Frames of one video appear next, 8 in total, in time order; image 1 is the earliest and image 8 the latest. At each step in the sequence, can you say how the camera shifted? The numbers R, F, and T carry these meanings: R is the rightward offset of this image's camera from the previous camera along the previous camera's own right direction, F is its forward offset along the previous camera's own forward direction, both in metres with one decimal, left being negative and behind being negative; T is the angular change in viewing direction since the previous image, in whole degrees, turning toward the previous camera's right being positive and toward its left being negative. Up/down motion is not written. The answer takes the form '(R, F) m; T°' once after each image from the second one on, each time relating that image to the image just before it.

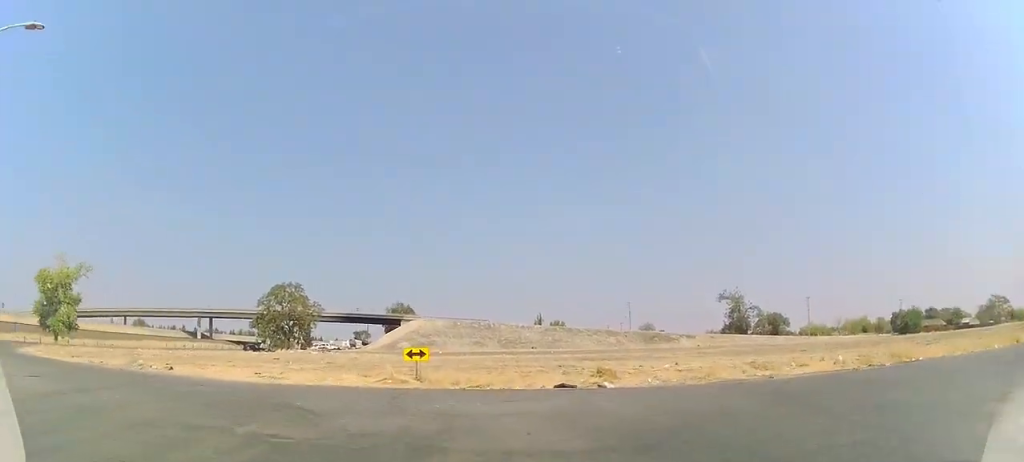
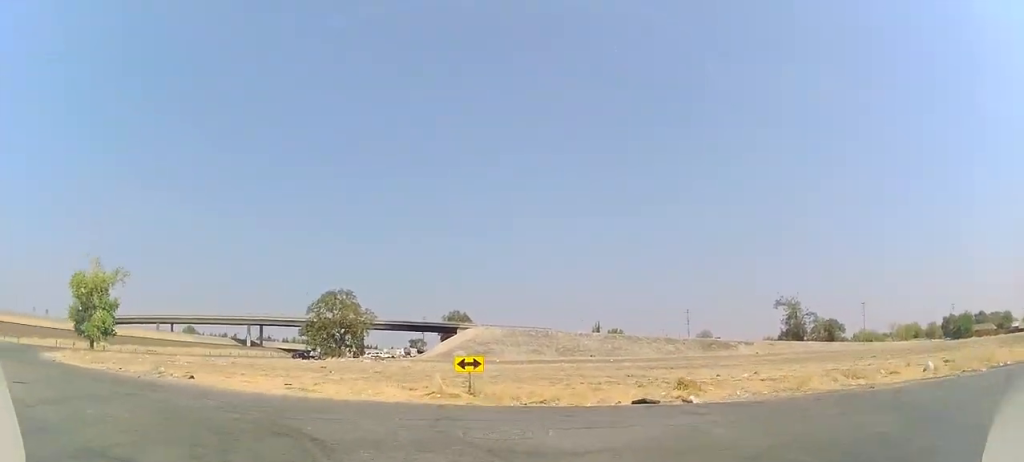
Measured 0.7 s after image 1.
(-0.4, +2.9) m; -9°
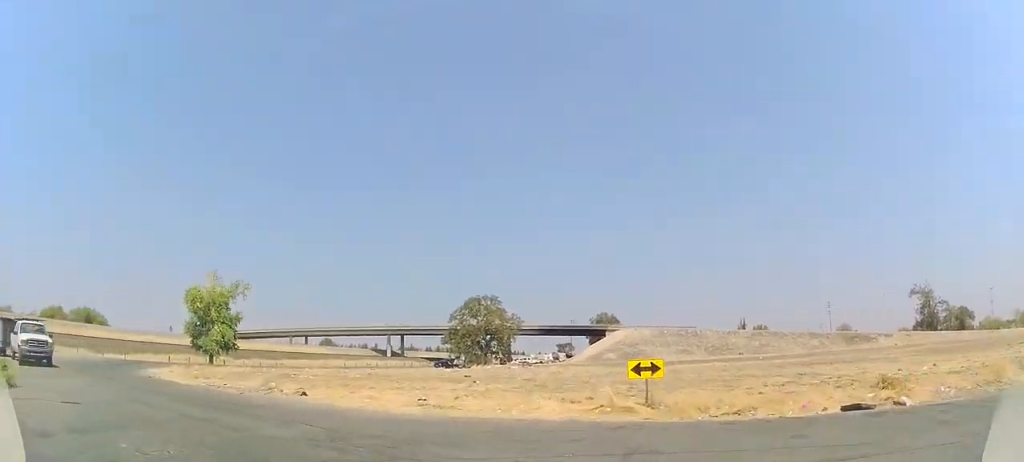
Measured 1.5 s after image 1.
(-0.3, +3.0) m; -9°
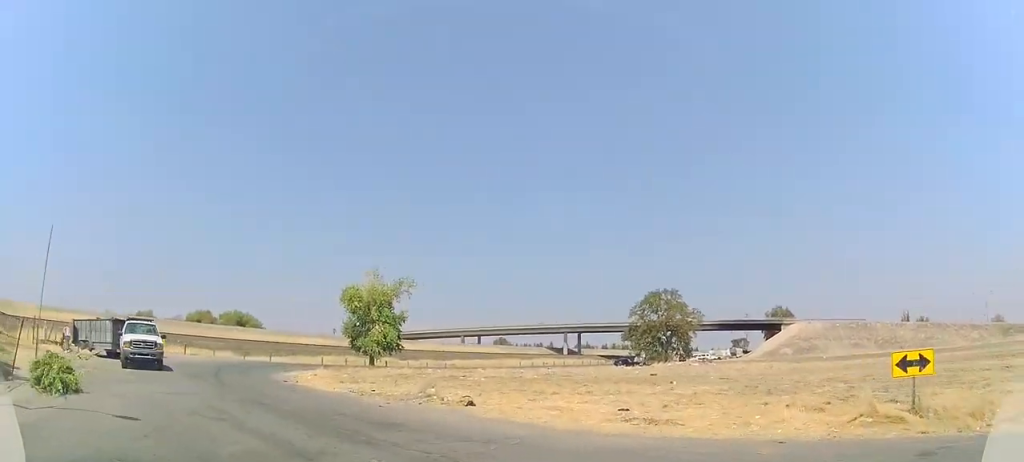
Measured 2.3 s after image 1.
(0.0, +3.1) m; -10°
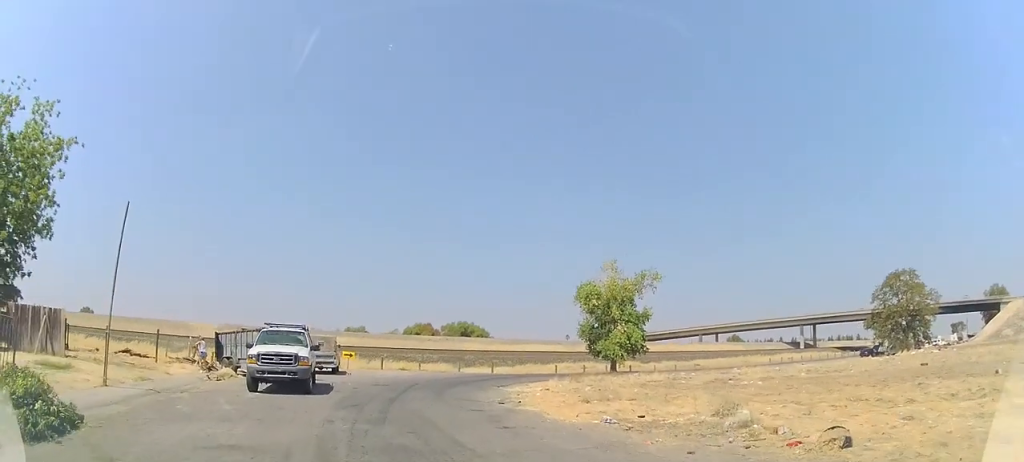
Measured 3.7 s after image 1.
(-2.0, +6.2) m; -29°
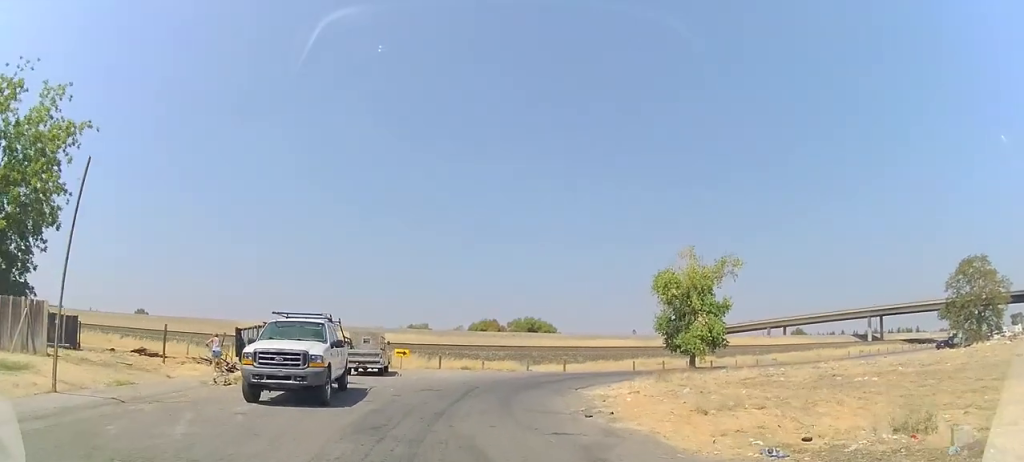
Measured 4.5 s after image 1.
(-0.4, +4.1) m; -6°
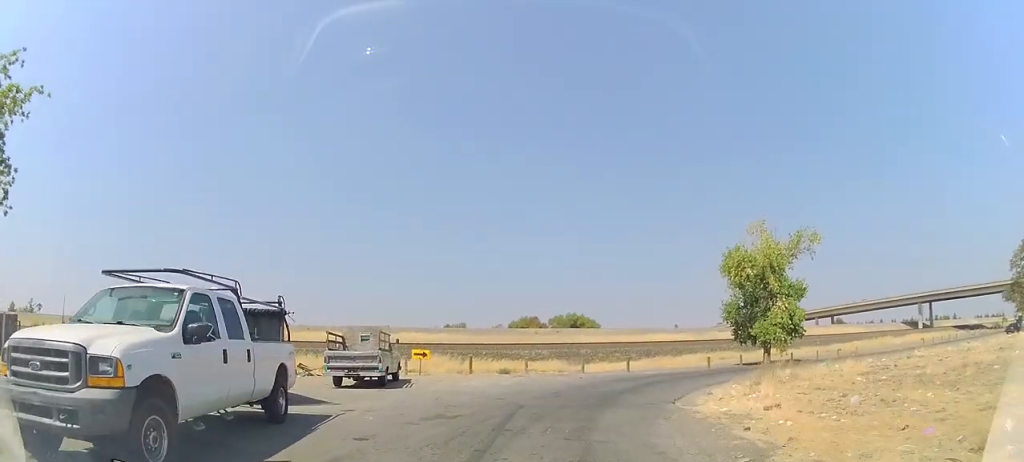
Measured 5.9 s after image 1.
(0.0, +7.6) m; 0°
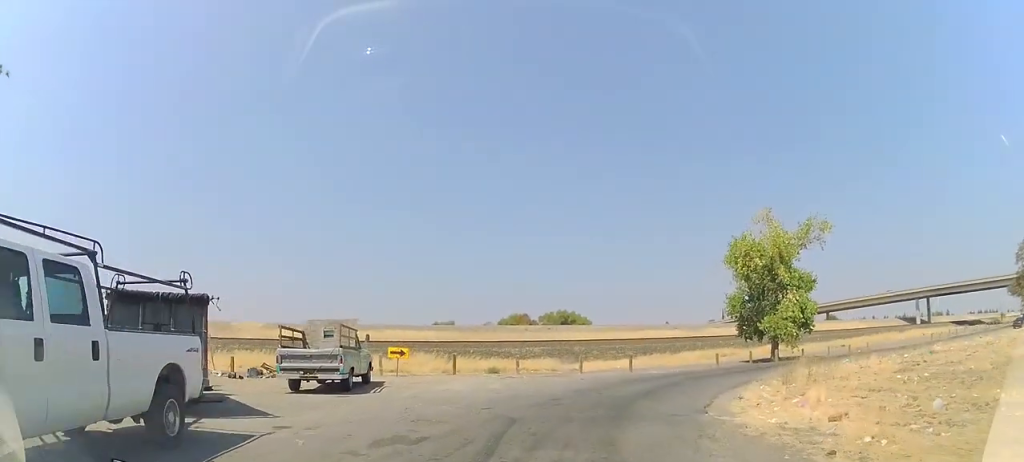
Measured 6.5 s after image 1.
(0.0, +3.0) m; 0°
